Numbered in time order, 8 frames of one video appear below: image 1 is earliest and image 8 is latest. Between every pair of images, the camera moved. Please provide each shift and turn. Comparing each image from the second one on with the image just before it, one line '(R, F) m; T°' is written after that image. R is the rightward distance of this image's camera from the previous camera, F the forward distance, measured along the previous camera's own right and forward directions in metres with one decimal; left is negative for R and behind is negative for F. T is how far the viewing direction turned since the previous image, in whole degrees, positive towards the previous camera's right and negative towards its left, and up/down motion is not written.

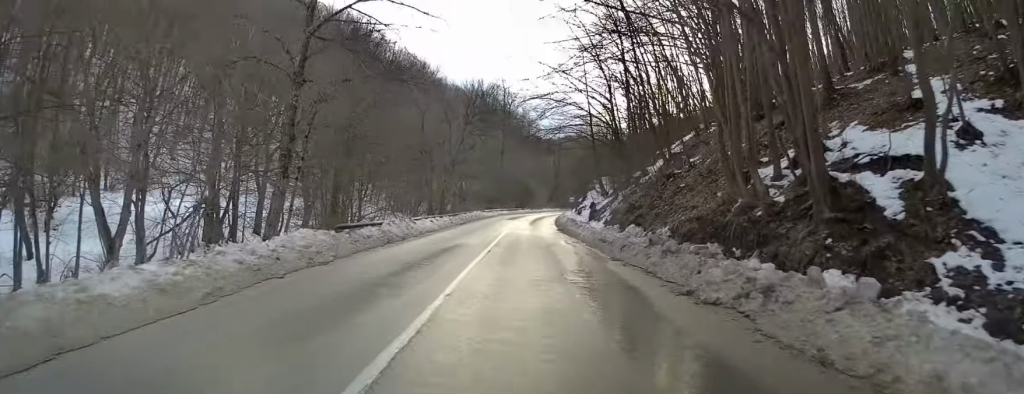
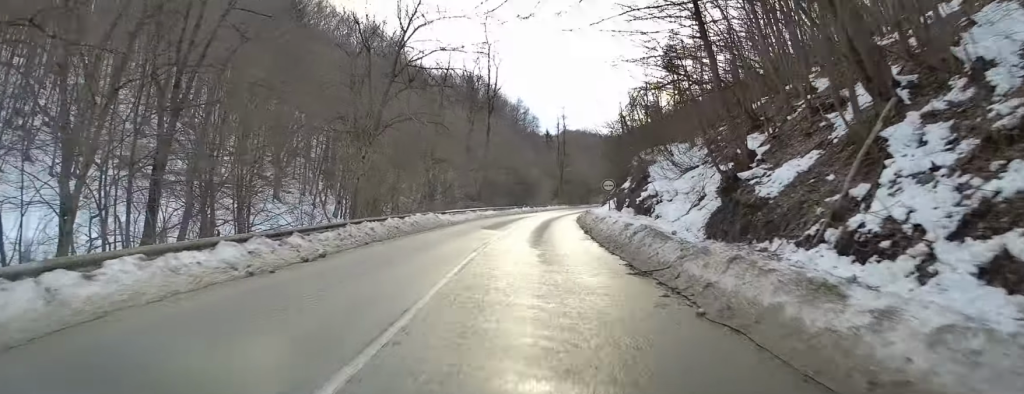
(+0.4, +32.3) m; +3°
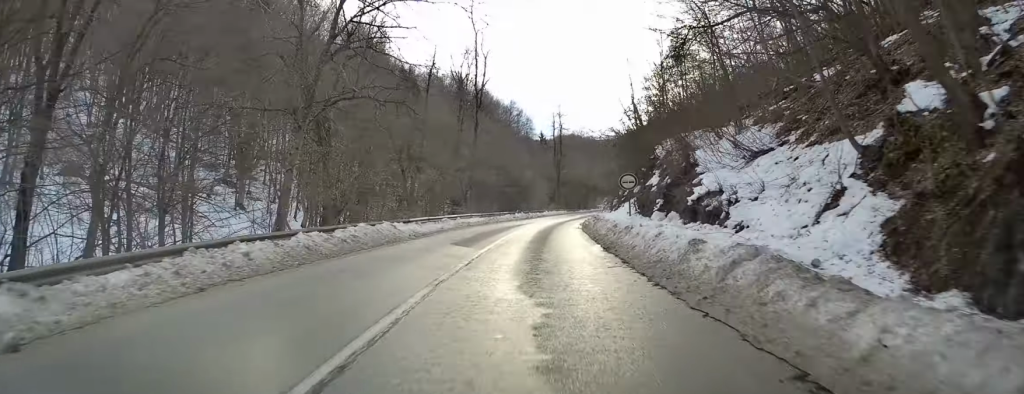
(+0.2, +9.4) m; +3°
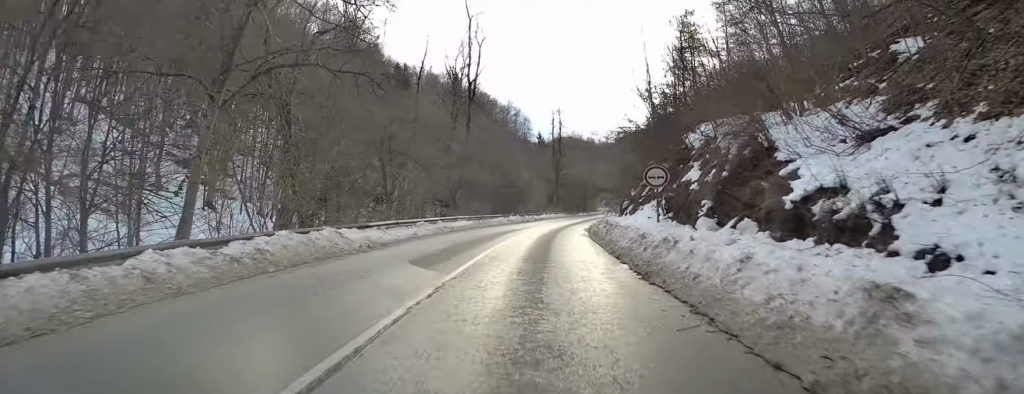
(0.0, +6.6) m; +2°
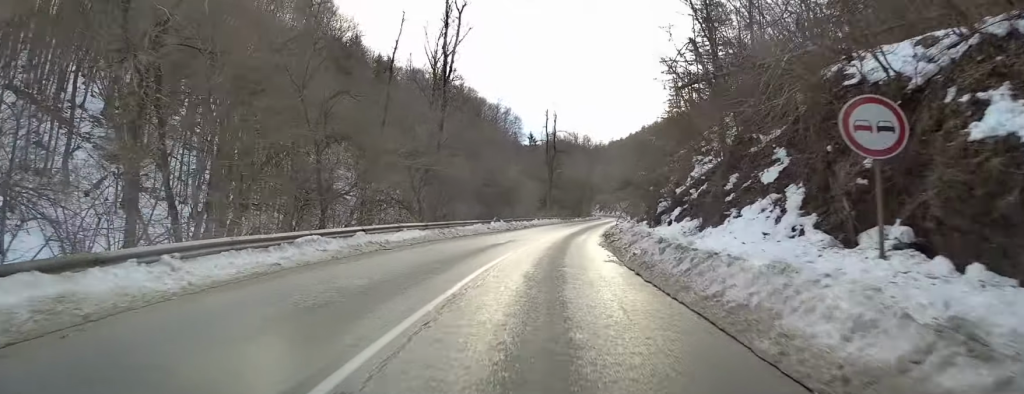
(+0.4, +13.1) m; +1°
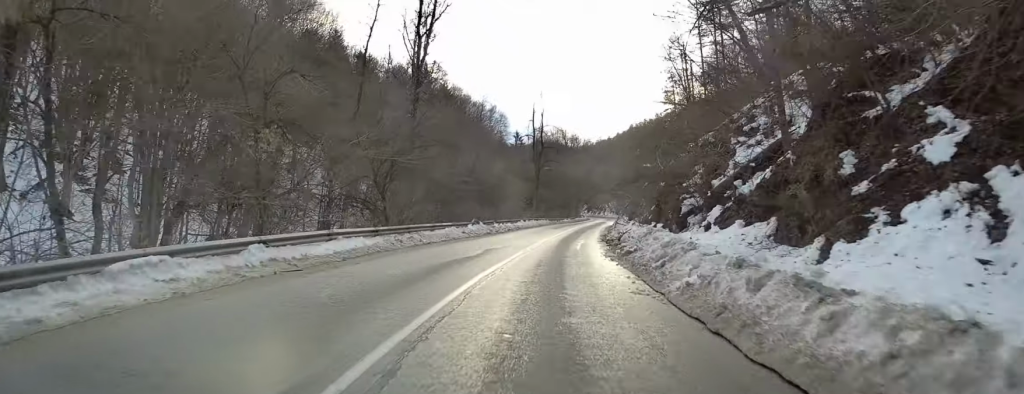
(-0.1, +6.2) m; 0°
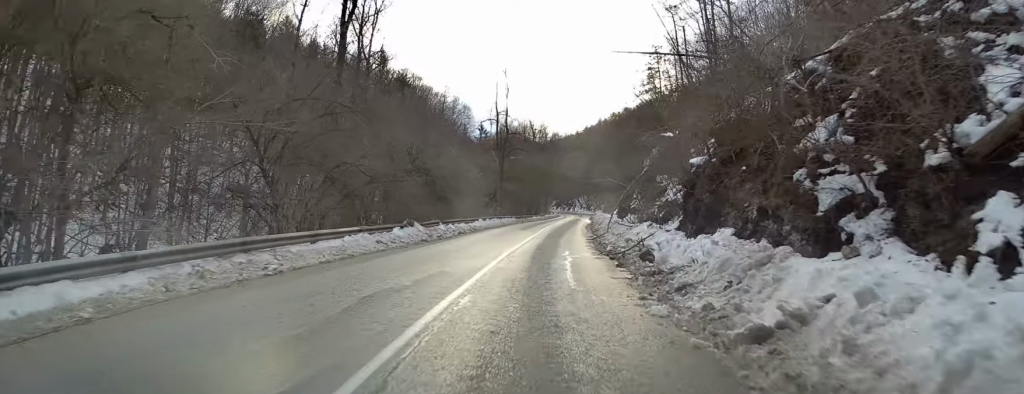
(0.0, +11.1) m; 0°
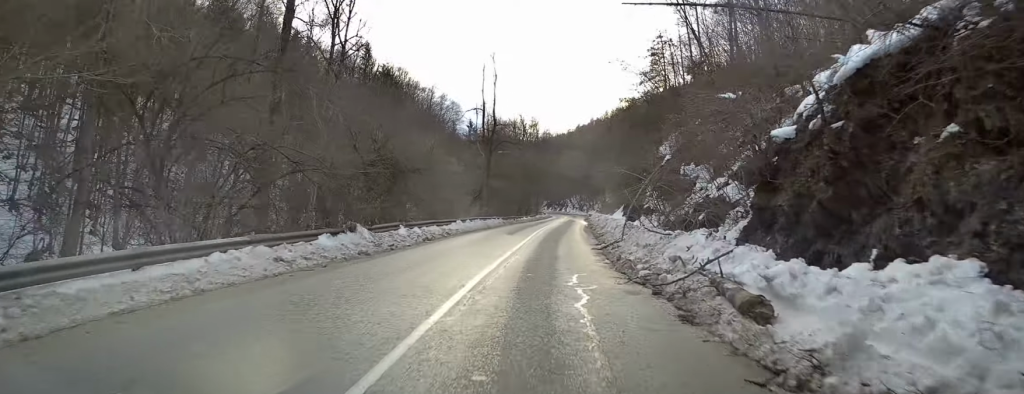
(0.0, +7.1) m; 0°
